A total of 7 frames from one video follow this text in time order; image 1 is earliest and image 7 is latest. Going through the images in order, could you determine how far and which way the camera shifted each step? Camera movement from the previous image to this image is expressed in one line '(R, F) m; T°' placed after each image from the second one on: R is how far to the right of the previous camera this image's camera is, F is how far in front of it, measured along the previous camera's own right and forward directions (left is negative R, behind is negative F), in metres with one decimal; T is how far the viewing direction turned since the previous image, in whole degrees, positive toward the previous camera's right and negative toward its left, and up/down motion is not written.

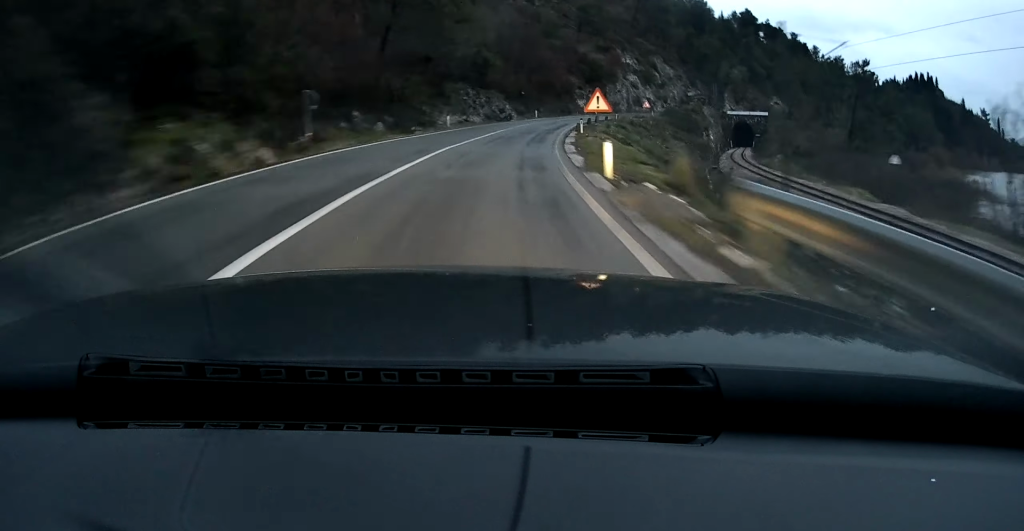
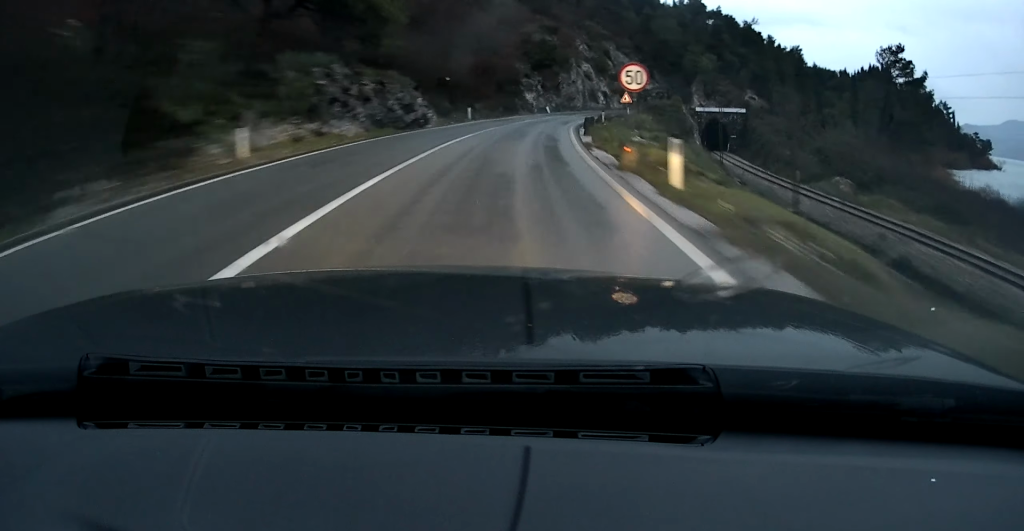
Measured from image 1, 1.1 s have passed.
(+2.2, +29.2) m; +7°
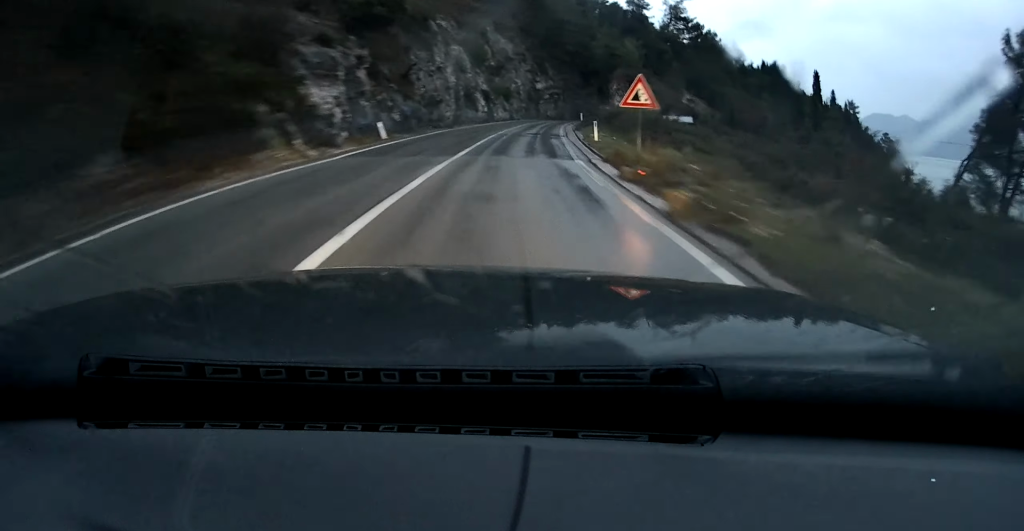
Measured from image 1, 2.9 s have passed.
(+4.5, +45.9) m; +11°
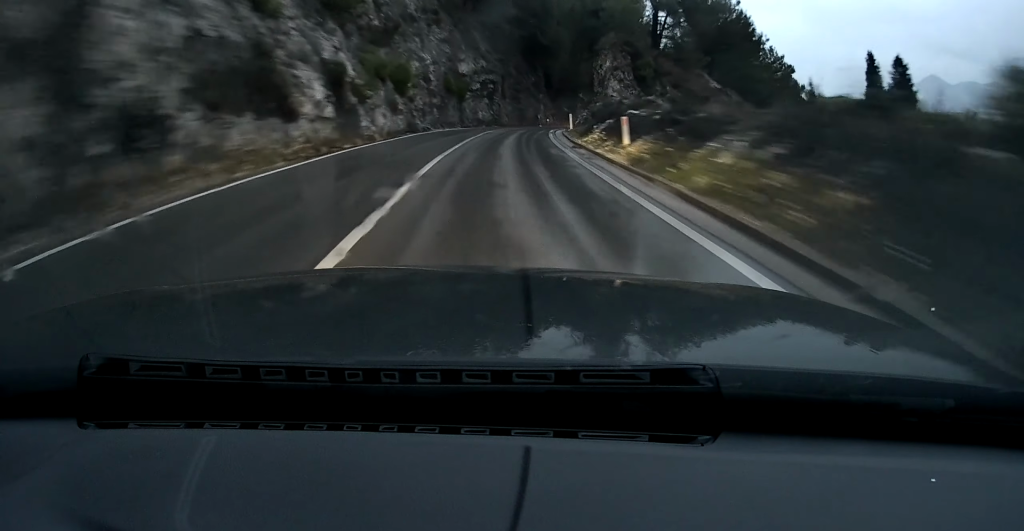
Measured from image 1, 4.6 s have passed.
(+3.6, +41.4) m; +9°
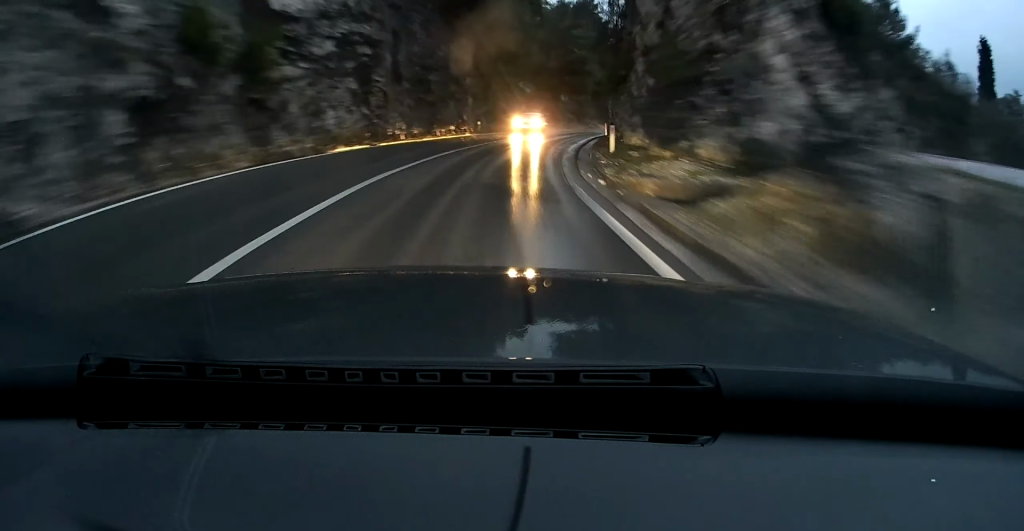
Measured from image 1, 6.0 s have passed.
(+1.6, +34.7) m; +7°
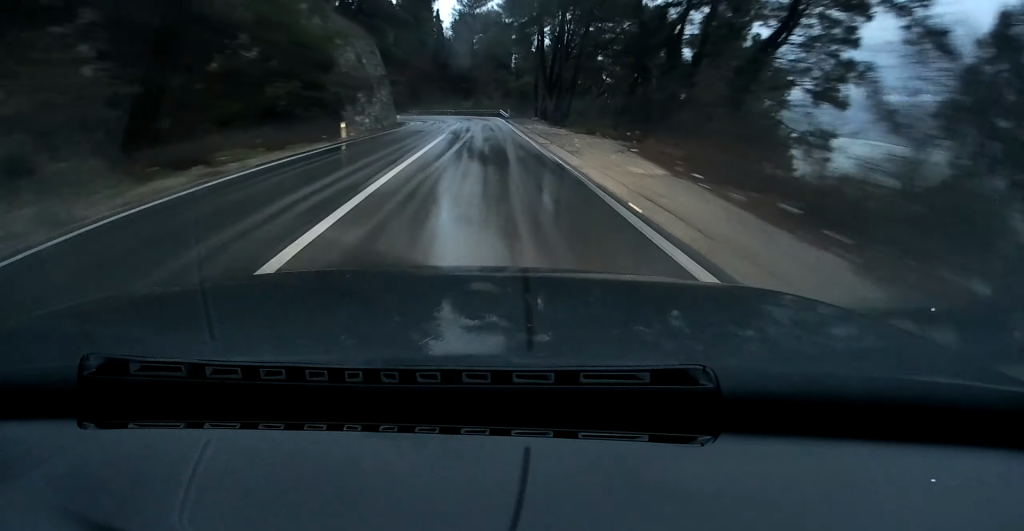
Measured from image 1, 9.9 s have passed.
(+15.6, +91.1) m; +16°
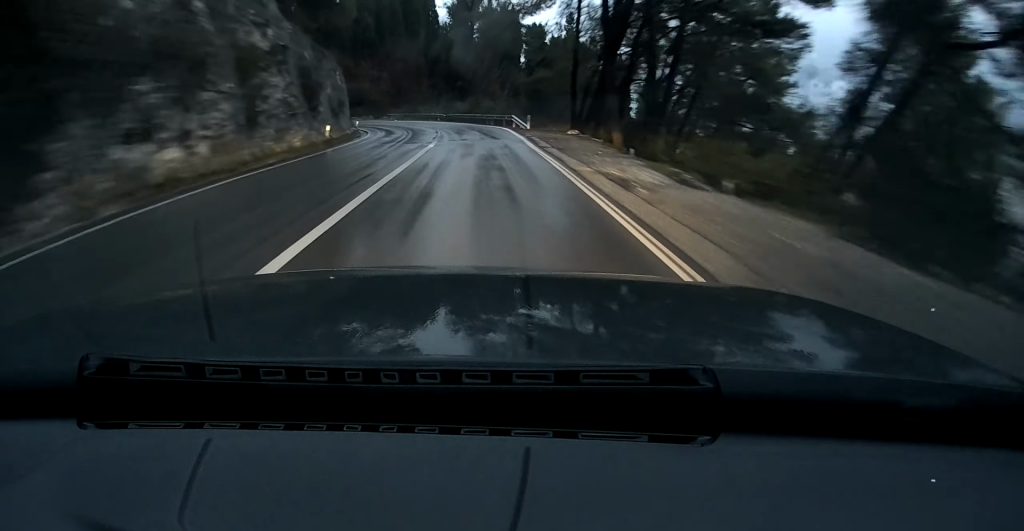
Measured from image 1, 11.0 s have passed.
(+0.6, +23.1) m; 0°
